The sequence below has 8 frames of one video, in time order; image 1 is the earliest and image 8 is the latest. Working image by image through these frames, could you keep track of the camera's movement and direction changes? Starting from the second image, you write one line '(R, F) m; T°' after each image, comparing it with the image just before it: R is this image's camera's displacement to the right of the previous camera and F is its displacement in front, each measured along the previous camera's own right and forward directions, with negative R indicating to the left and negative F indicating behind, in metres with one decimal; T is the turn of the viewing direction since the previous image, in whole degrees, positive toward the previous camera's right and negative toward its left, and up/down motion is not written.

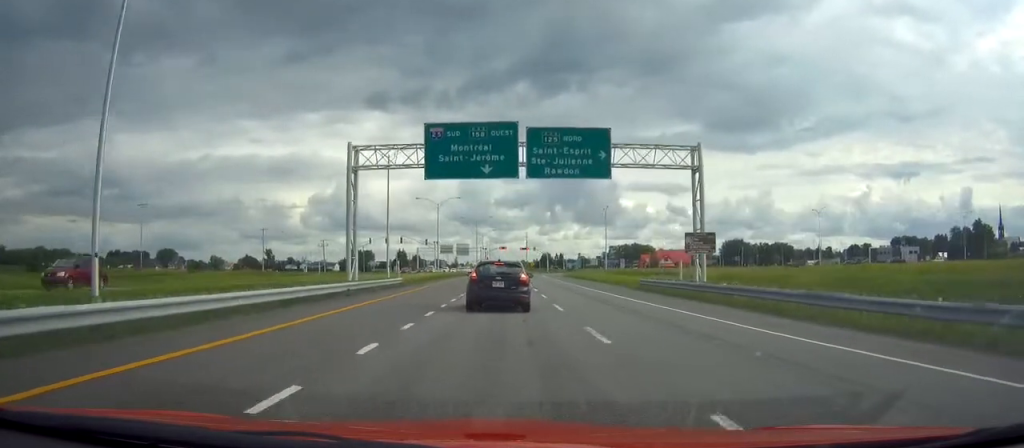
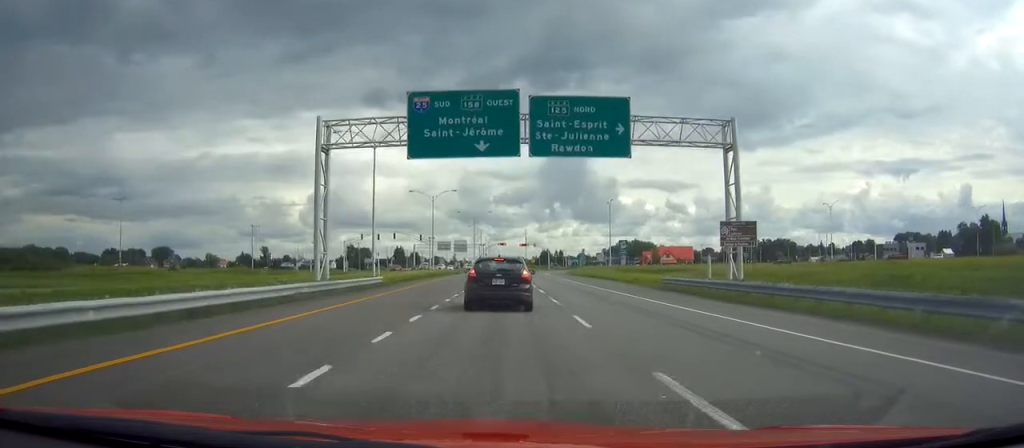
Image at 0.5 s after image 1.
(0.0, +6.9) m; 0°
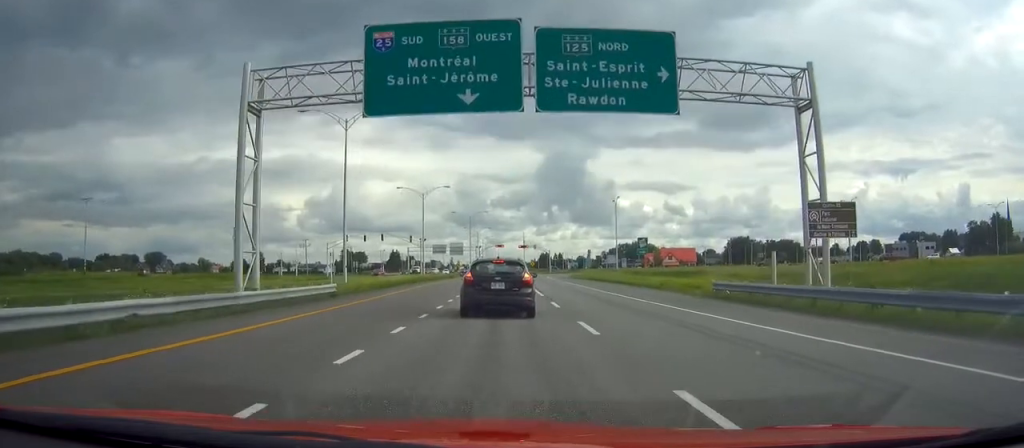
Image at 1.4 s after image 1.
(0.0, +10.3) m; 0°
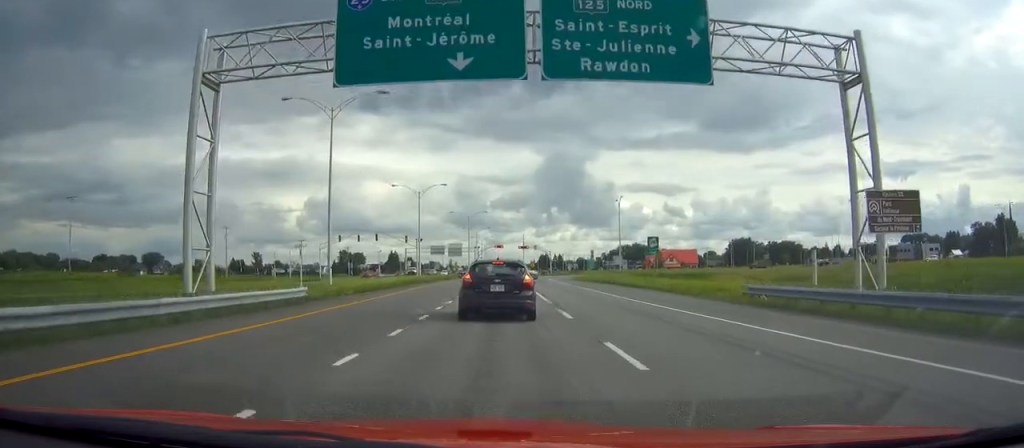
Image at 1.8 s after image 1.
(0.0, +4.4) m; 0°
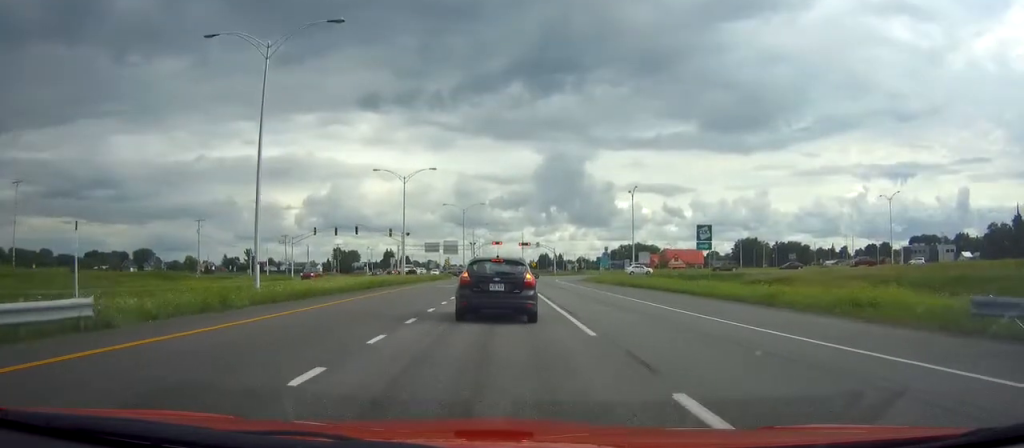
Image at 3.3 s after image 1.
(+0.2, +13.8) m; +1°
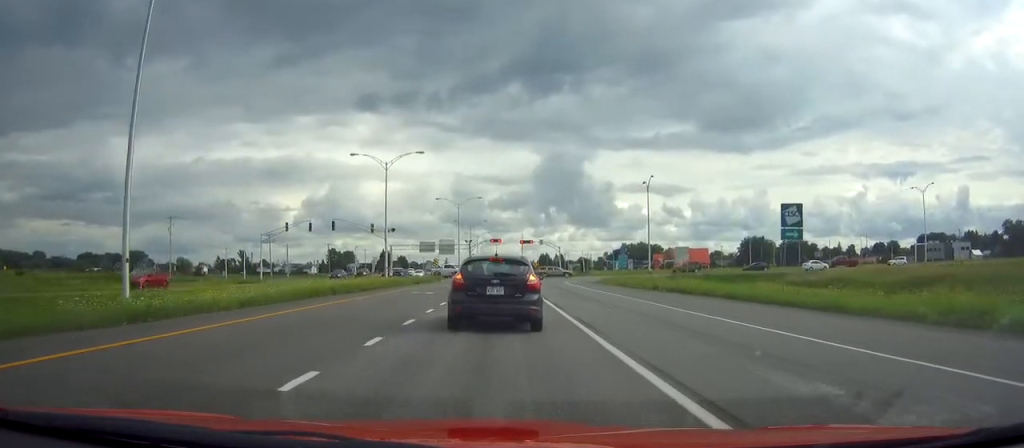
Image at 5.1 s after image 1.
(-0.1, +12.1) m; -1°
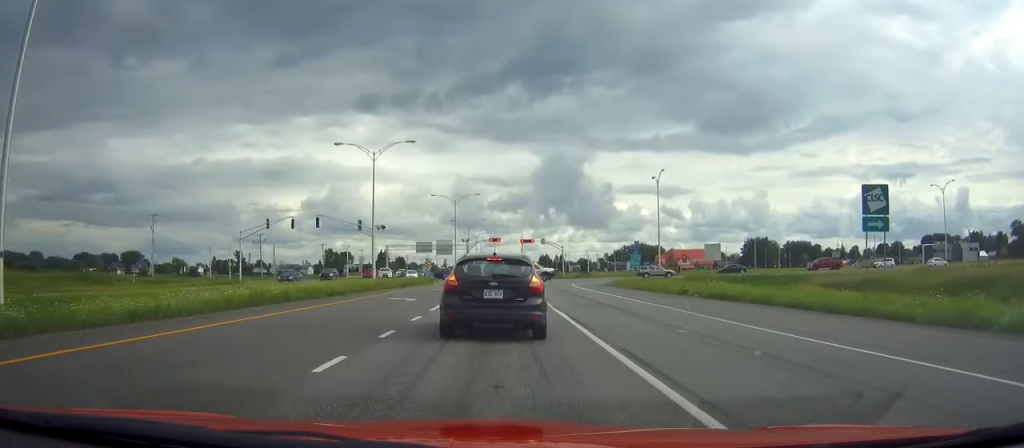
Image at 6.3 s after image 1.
(-0.1, +6.8) m; -2°
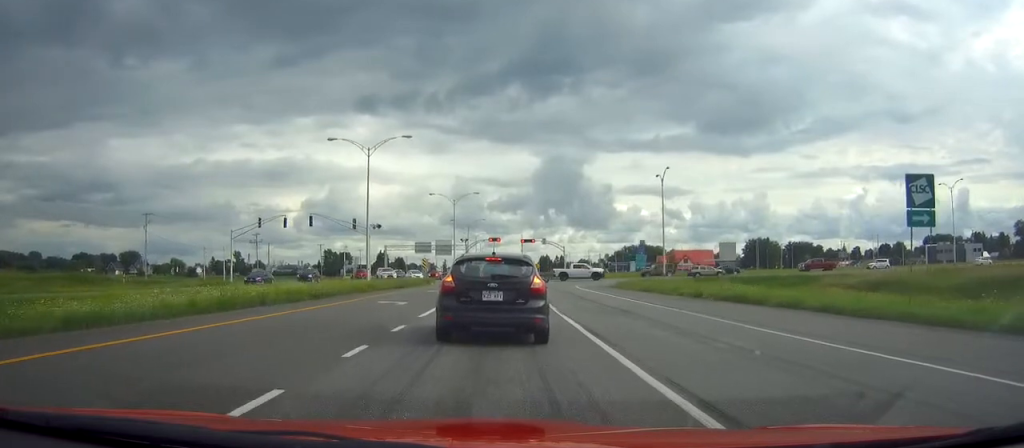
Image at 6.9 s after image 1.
(0.0, +2.6) m; 0°
